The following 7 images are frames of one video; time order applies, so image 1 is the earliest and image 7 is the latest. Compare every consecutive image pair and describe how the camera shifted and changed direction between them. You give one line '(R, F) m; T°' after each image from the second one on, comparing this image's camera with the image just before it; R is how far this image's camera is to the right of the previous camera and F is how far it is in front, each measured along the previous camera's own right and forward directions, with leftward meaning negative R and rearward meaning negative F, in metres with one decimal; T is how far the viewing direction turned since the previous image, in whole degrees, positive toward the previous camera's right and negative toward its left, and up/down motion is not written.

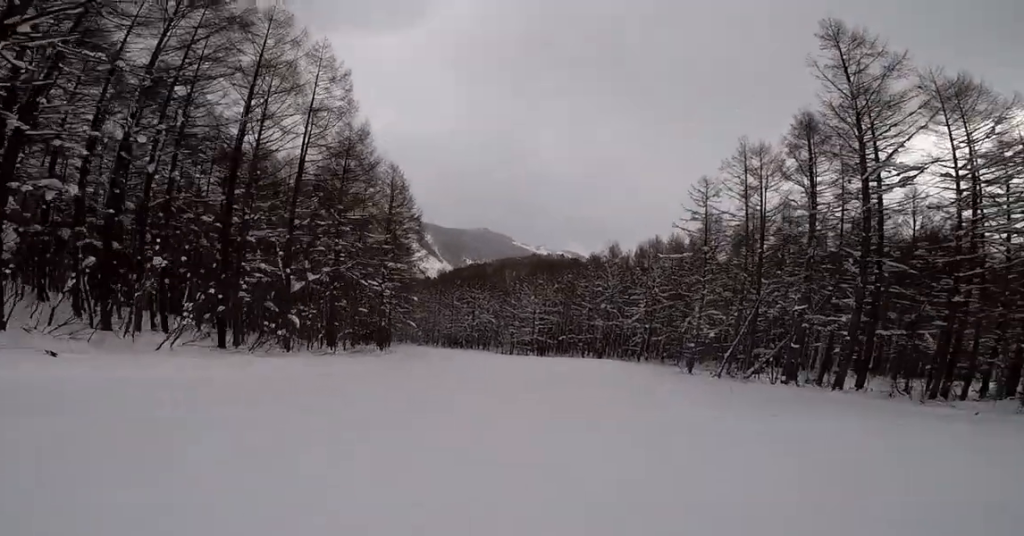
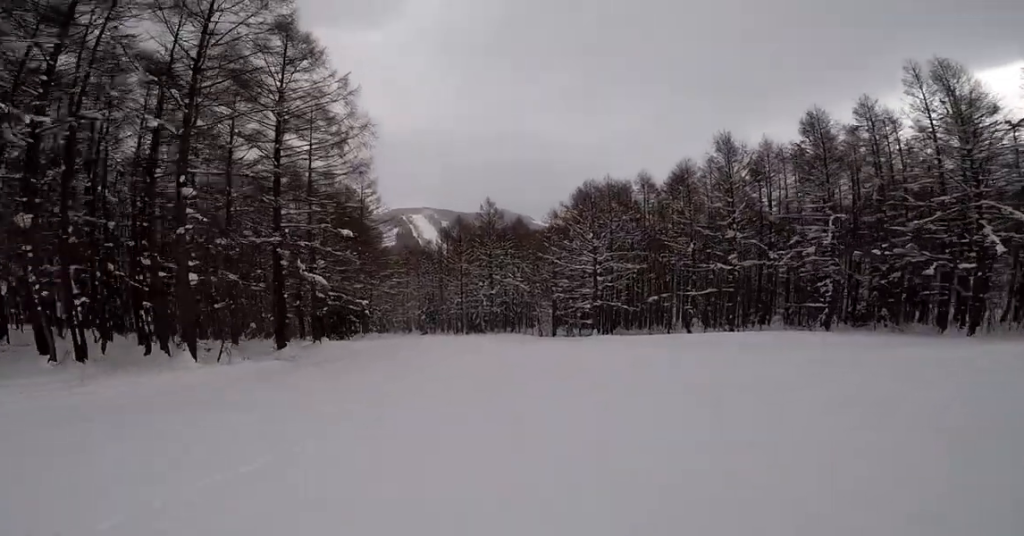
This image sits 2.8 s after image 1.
(-4.0, +33.4) m; -9°
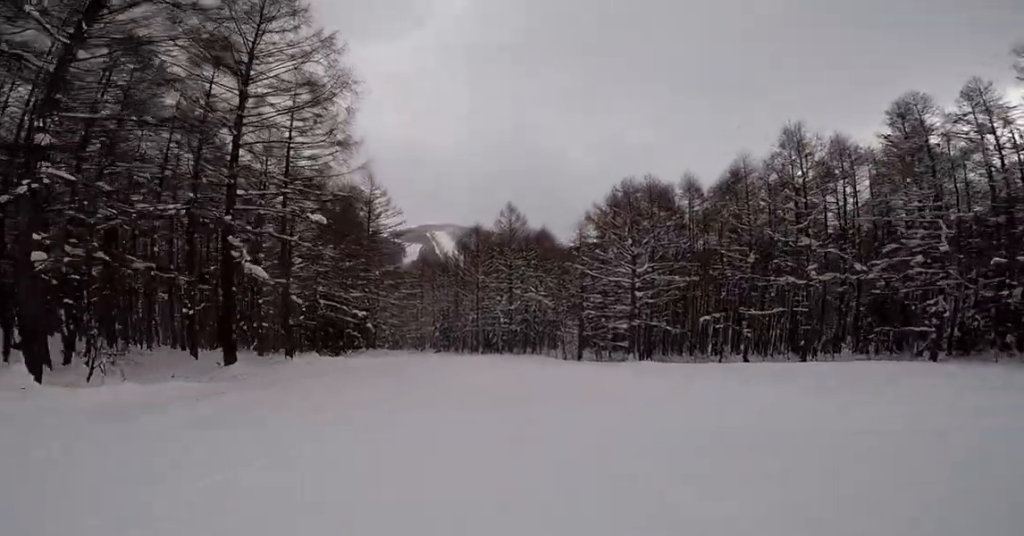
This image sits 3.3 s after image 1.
(-0.3, +6.8) m; -2°
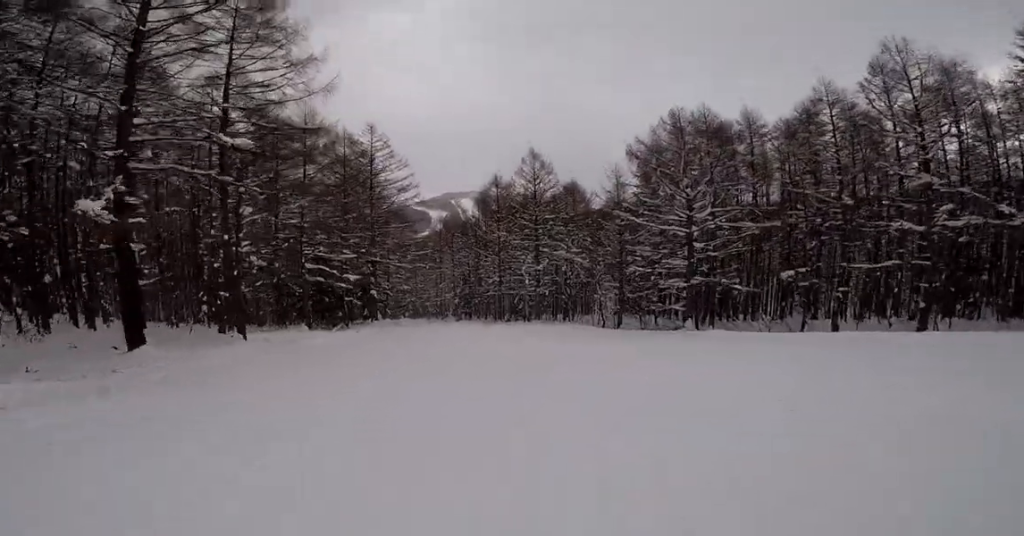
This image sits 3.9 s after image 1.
(-0.1, +7.0) m; -3°
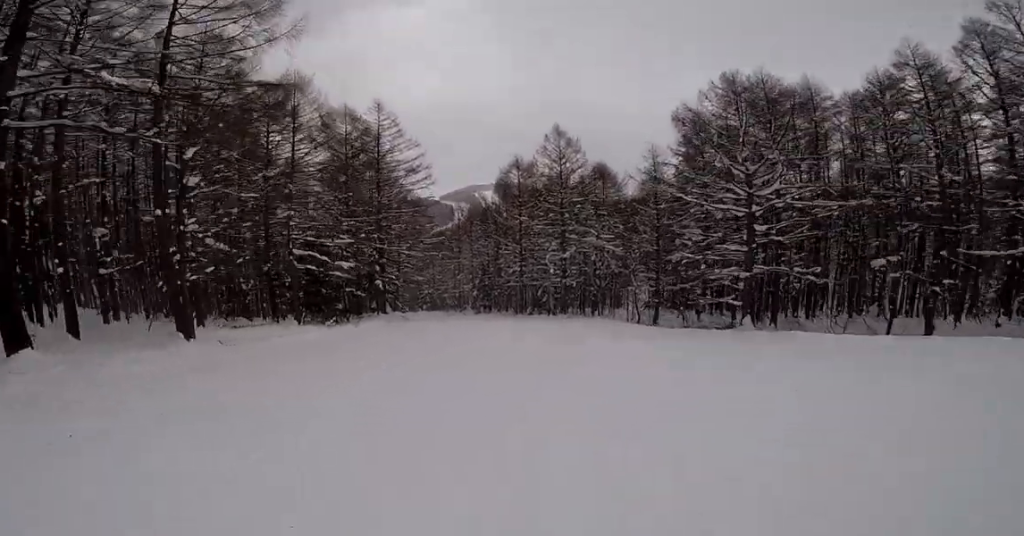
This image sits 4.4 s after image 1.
(+0.2, +5.0) m; -2°
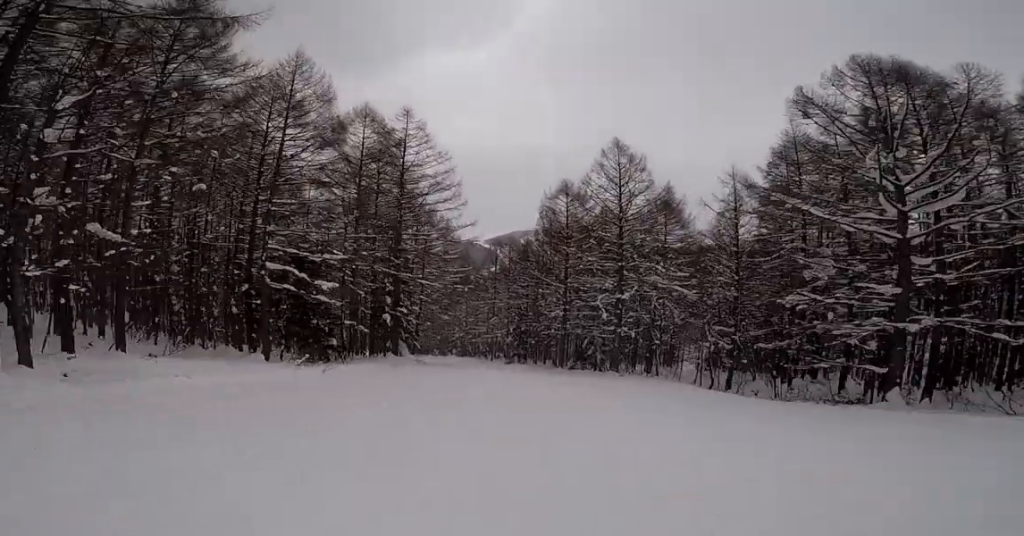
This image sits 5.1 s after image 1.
(-0.6, +7.7) m; -7°
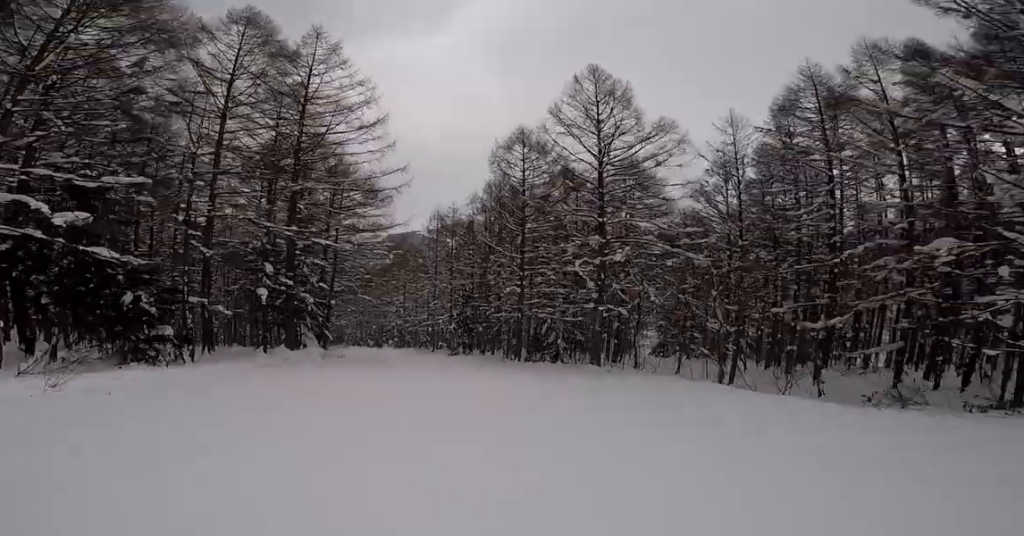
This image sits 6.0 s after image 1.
(-0.8, +10.4) m; -4°
